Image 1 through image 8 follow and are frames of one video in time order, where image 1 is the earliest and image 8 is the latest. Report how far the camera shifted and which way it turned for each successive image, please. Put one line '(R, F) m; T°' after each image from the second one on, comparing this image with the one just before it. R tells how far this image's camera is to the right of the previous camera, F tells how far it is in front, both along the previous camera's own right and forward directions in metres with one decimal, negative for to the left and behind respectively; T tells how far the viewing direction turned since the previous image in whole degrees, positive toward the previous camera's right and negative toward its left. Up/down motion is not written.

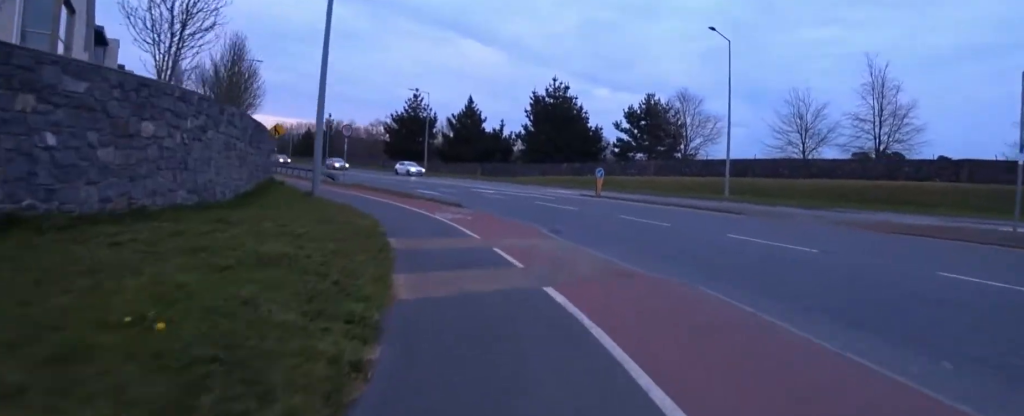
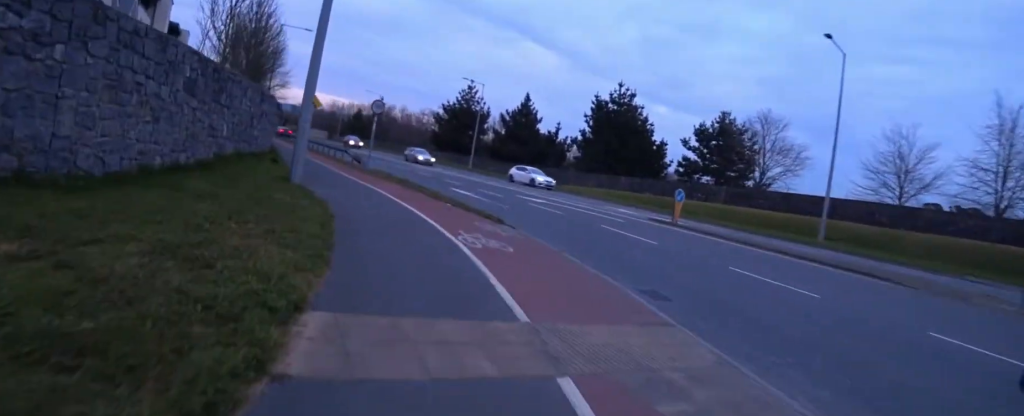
(-0.4, +4.7) m; -5°
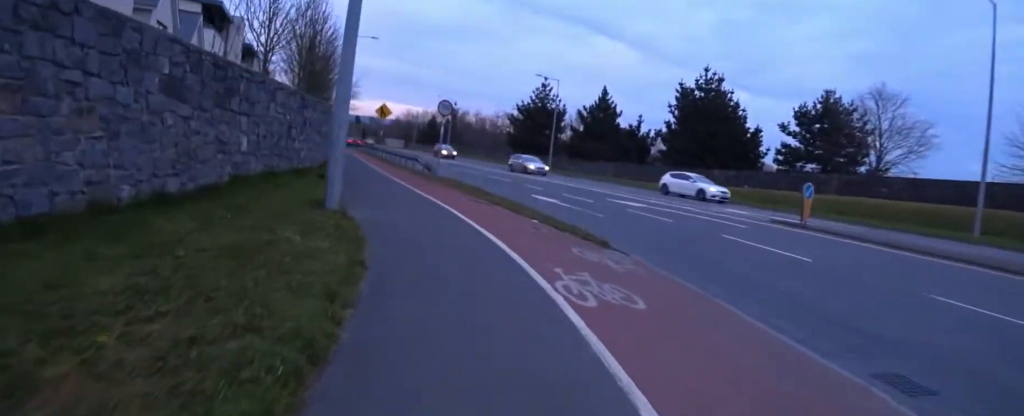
(0.0, +2.6) m; 0°
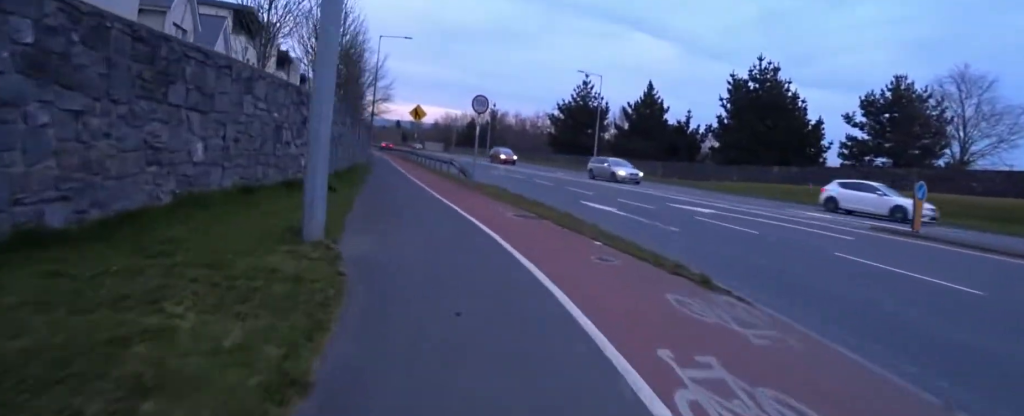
(0.0, +2.3) m; 0°
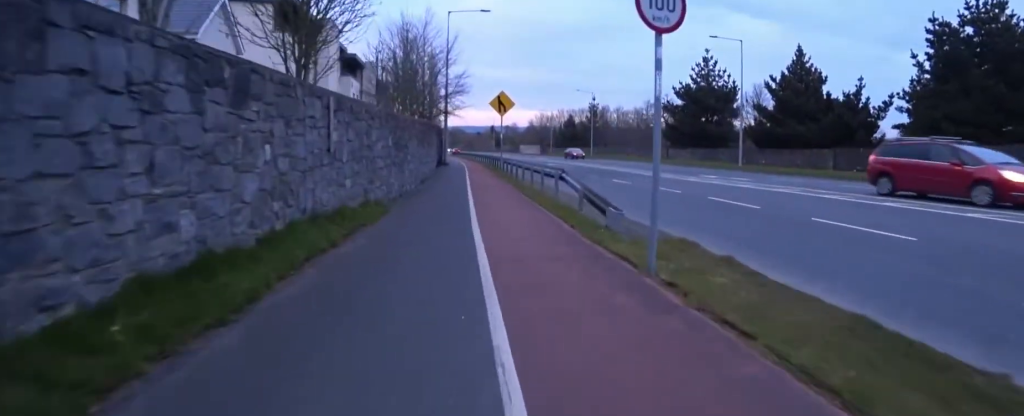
(-0.2, +10.6) m; -8°
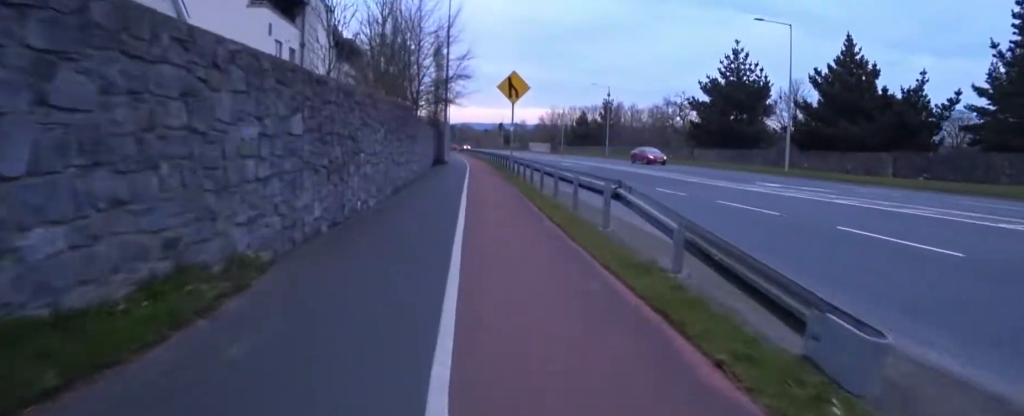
(-0.5, +5.0) m; -3°
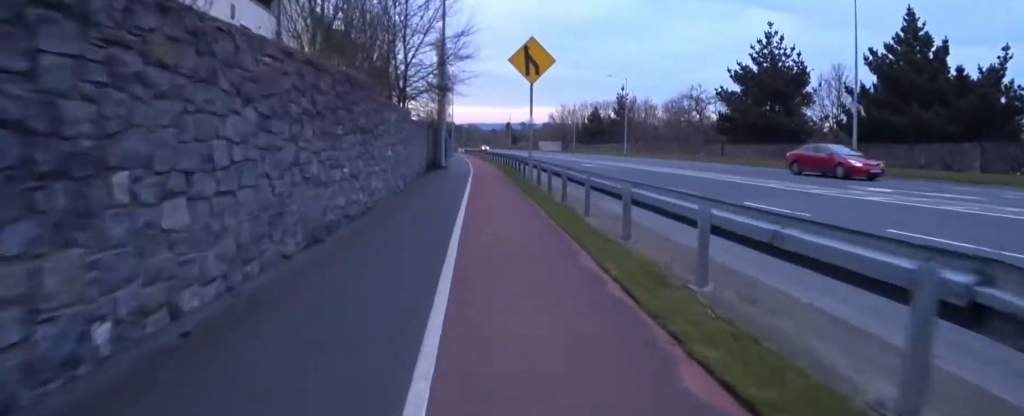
(+0.3, +5.0) m; -8°
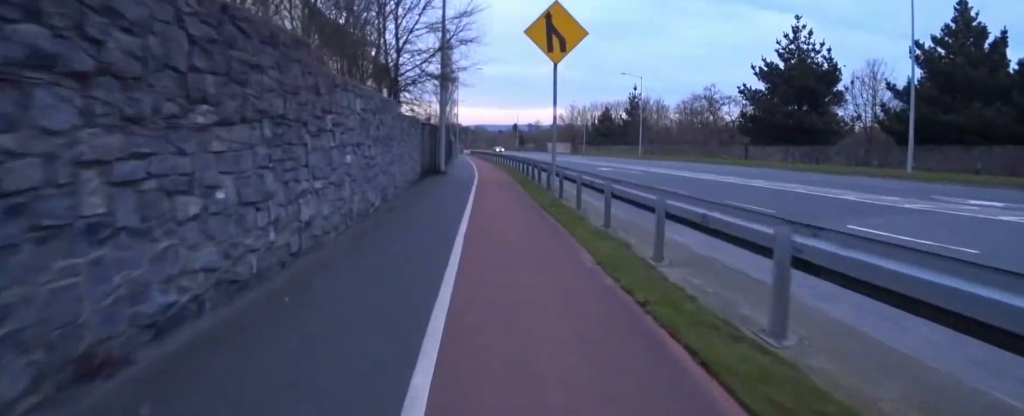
(-0.6, +3.2) m; -2°
